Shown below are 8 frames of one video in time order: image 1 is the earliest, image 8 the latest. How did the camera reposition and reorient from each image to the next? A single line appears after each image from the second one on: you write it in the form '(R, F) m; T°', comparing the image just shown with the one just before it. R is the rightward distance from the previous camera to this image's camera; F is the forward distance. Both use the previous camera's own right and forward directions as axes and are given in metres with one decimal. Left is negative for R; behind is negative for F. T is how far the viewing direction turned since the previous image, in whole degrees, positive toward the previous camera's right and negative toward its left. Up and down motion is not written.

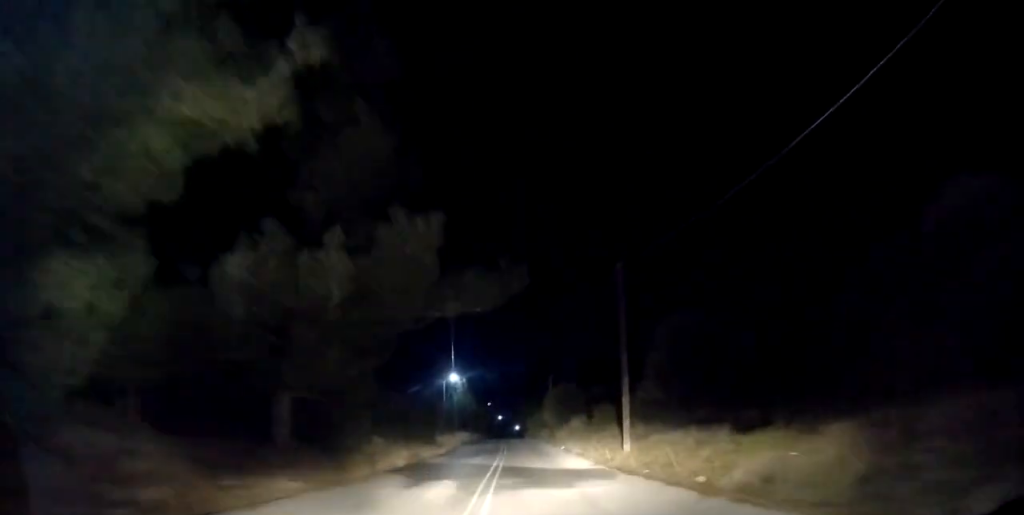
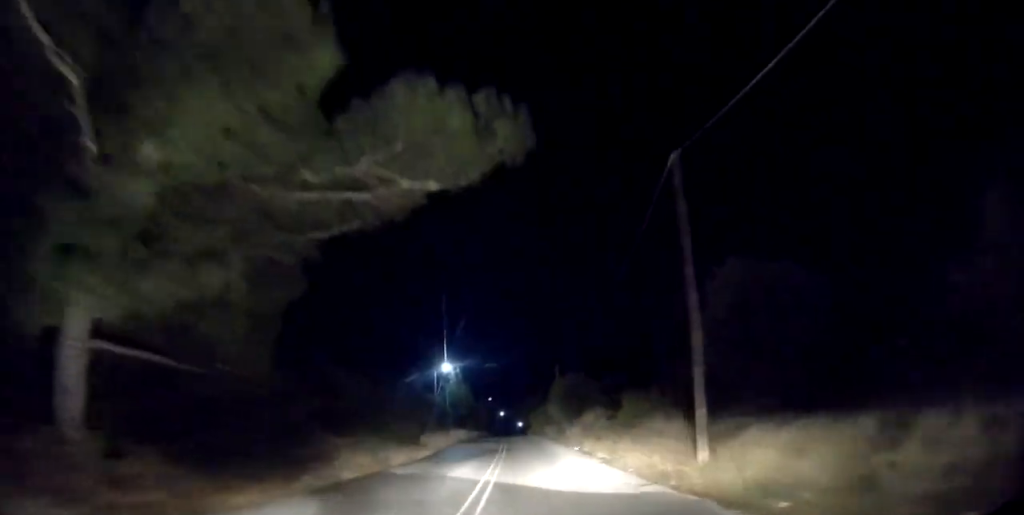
(0.0, +6.7) m; -2°
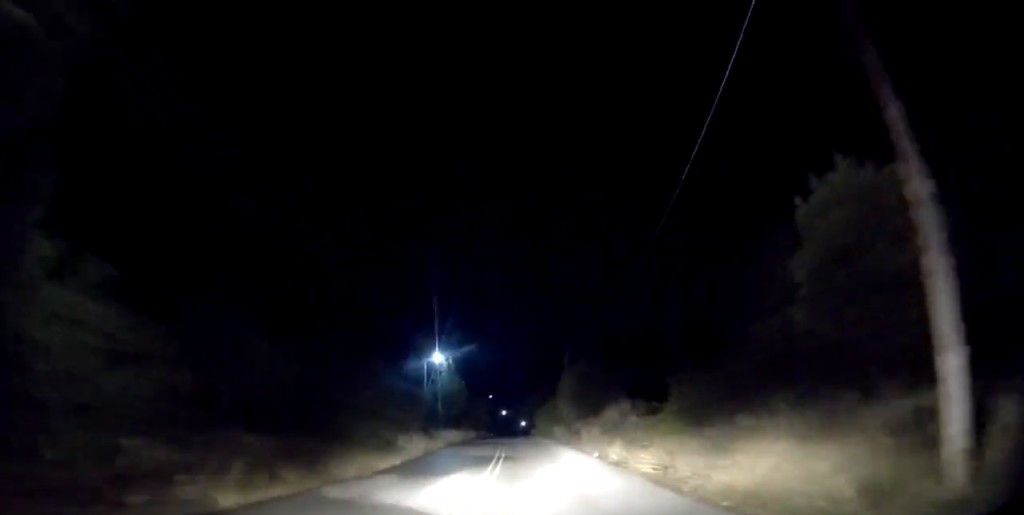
(-0.2, +6.0) m; -1°
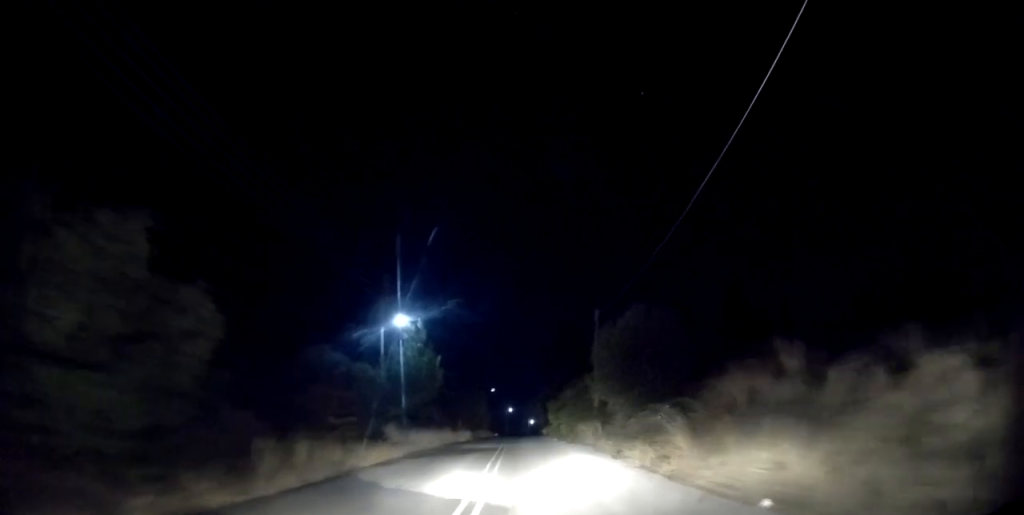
(-0.2, +13.9) m; 0°
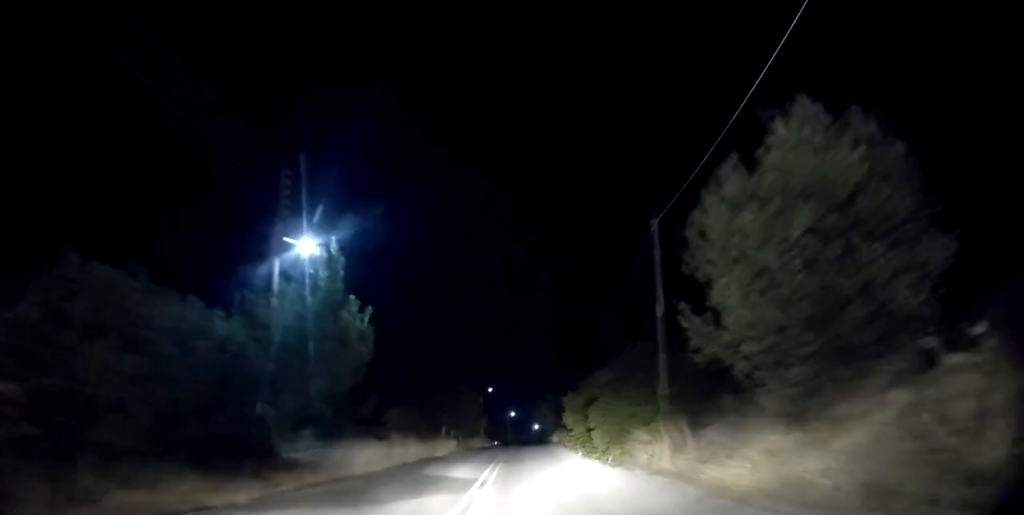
(+0.2, +12.2) m; +1°
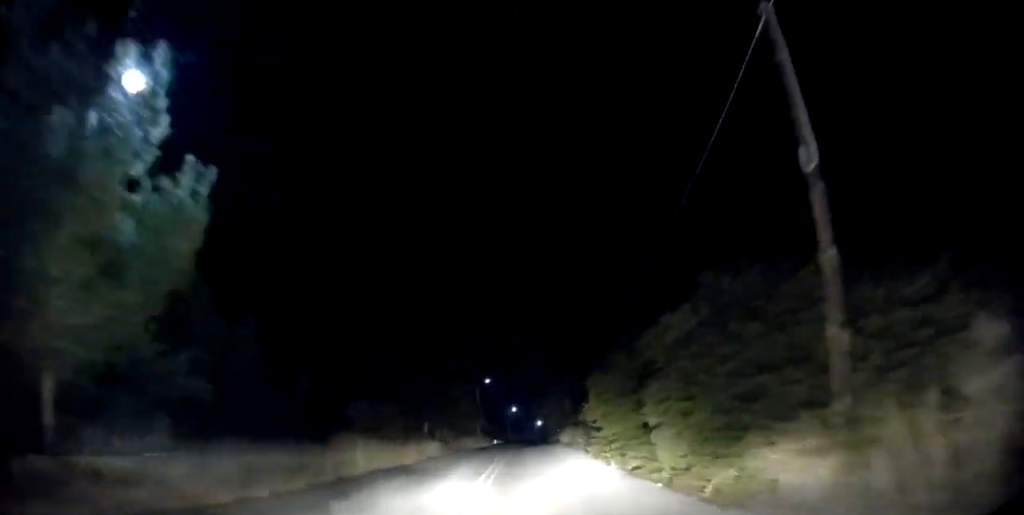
(0.0, +8.2) m; 0°
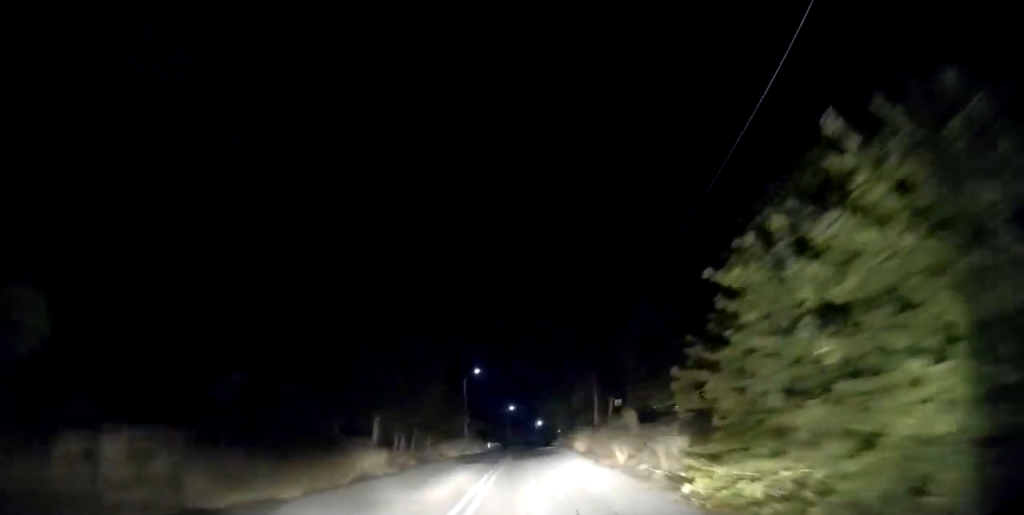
(-0.2, +10.9) m; -1°
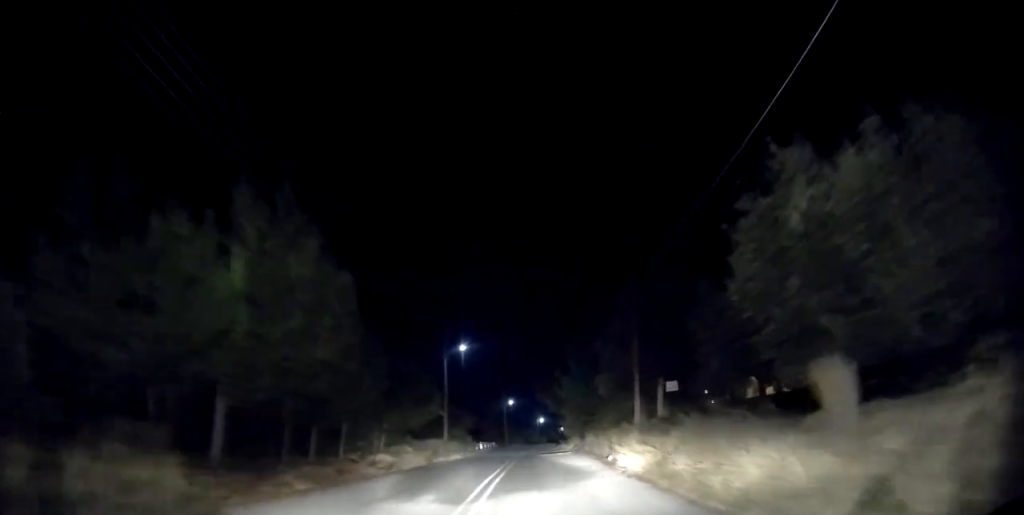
(+0.1, +11.5) m; 0°
